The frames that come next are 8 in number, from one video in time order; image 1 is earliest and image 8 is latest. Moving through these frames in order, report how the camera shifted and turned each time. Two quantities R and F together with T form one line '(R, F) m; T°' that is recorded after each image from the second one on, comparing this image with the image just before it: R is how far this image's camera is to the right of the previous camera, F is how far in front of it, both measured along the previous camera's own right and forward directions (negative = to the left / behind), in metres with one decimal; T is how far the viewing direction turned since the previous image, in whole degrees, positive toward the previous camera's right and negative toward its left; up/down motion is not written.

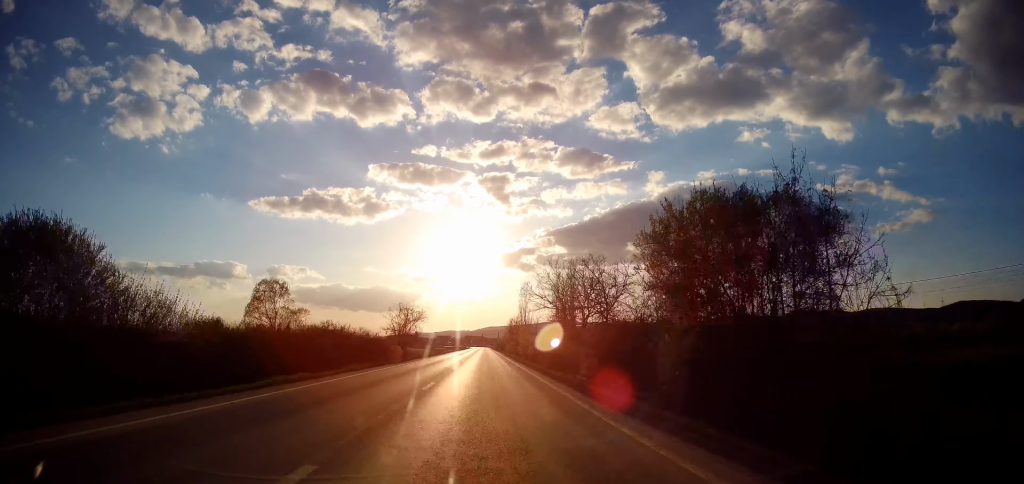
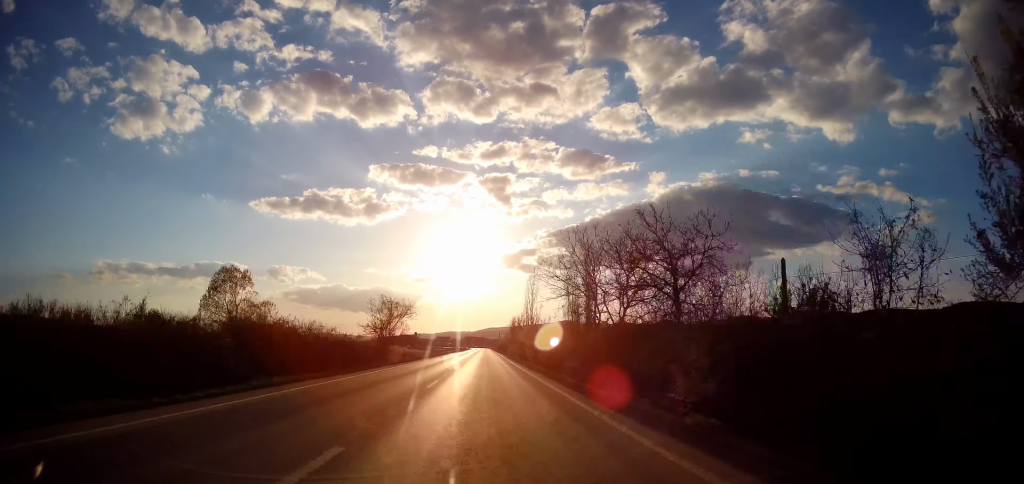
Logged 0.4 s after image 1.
(+0.1, +11.1) m; 0°
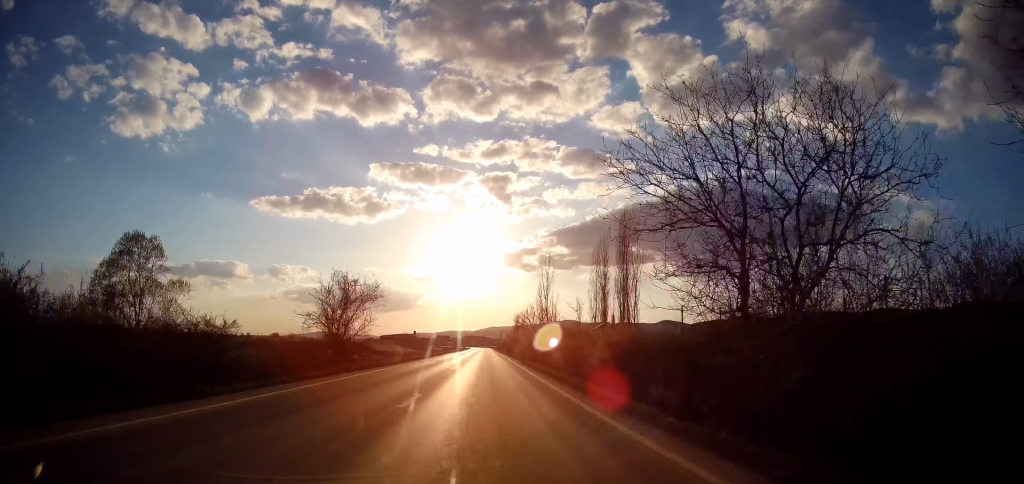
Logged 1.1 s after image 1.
(+0.1, +18.0) m; 0°
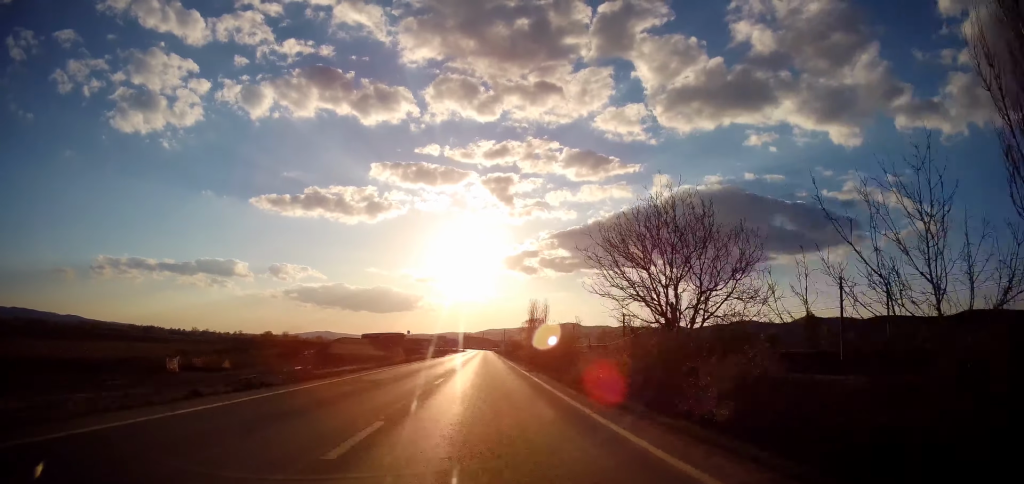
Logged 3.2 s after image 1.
(-0.8, +53.1) m; 0°
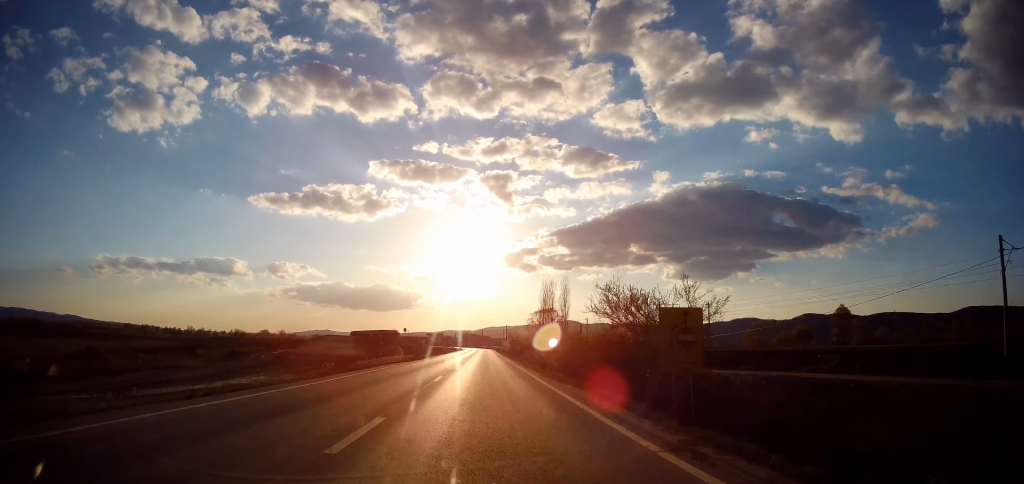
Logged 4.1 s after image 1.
(+0.3, +24.0) m; +1°
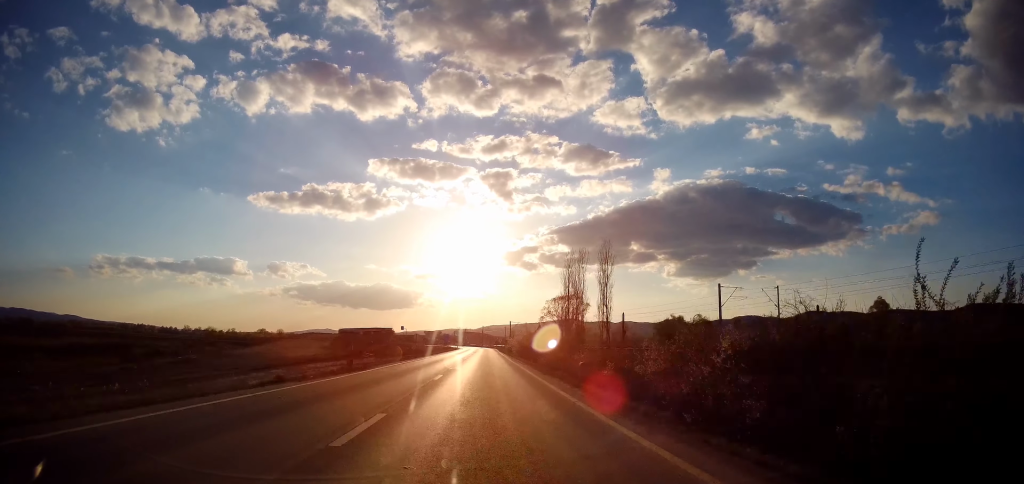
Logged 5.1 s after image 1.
(0.0, +23.9) m; 0°
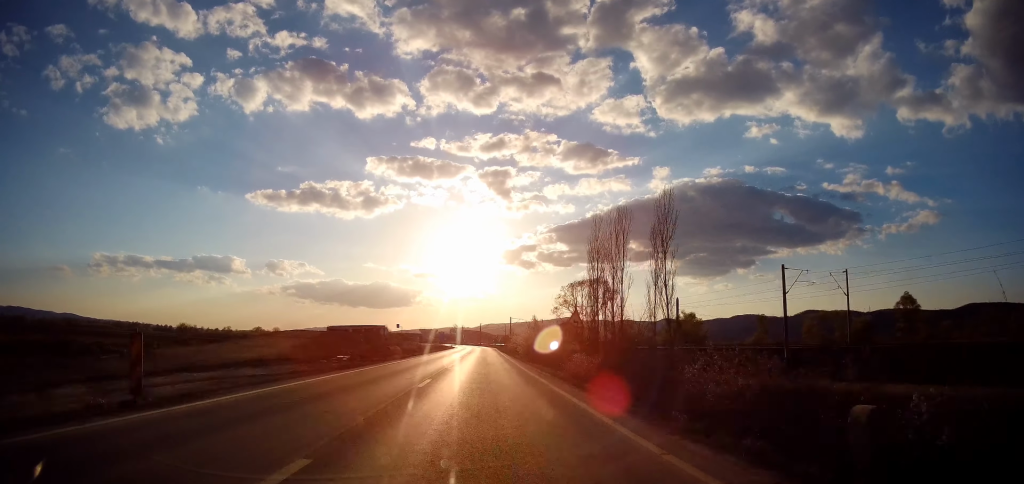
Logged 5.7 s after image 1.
(+0.1, +16.1) m; -1°
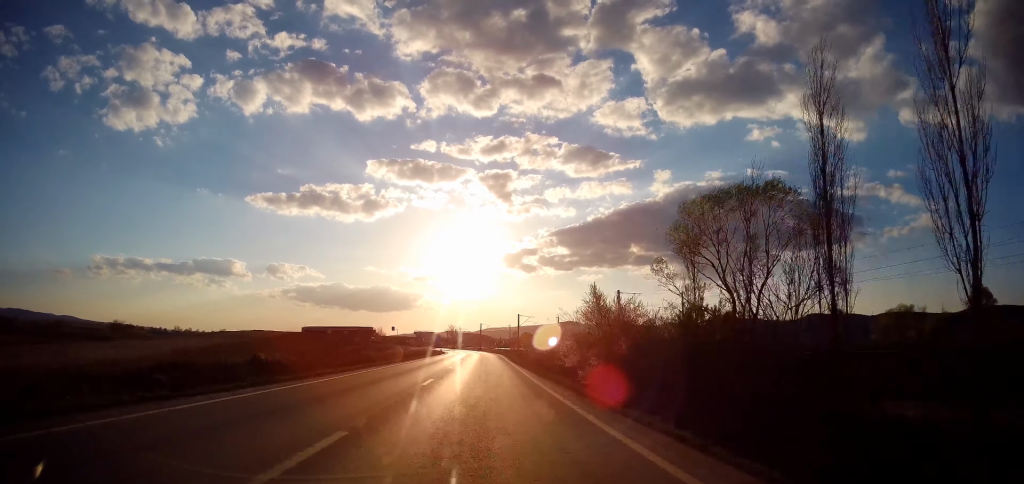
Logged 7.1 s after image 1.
(-0.3, +35.0) m; +1°
